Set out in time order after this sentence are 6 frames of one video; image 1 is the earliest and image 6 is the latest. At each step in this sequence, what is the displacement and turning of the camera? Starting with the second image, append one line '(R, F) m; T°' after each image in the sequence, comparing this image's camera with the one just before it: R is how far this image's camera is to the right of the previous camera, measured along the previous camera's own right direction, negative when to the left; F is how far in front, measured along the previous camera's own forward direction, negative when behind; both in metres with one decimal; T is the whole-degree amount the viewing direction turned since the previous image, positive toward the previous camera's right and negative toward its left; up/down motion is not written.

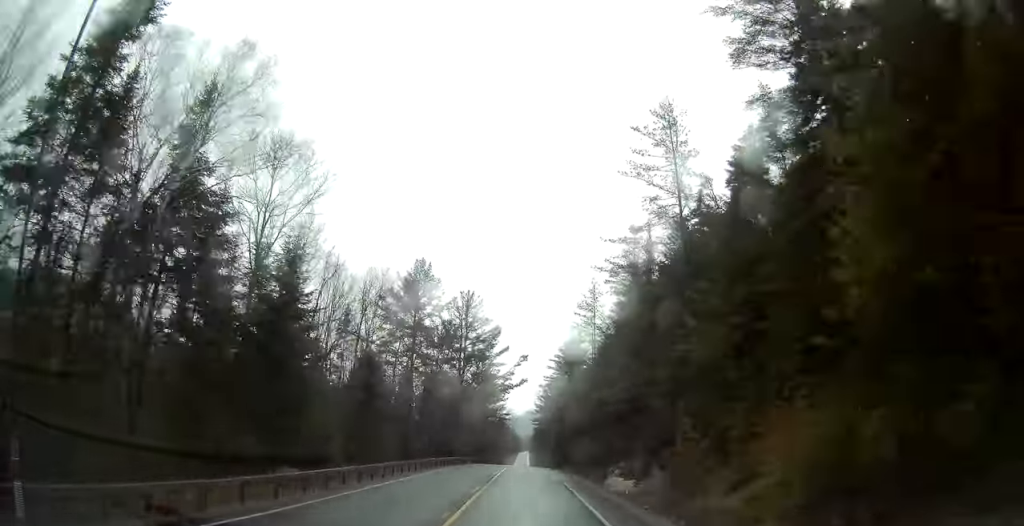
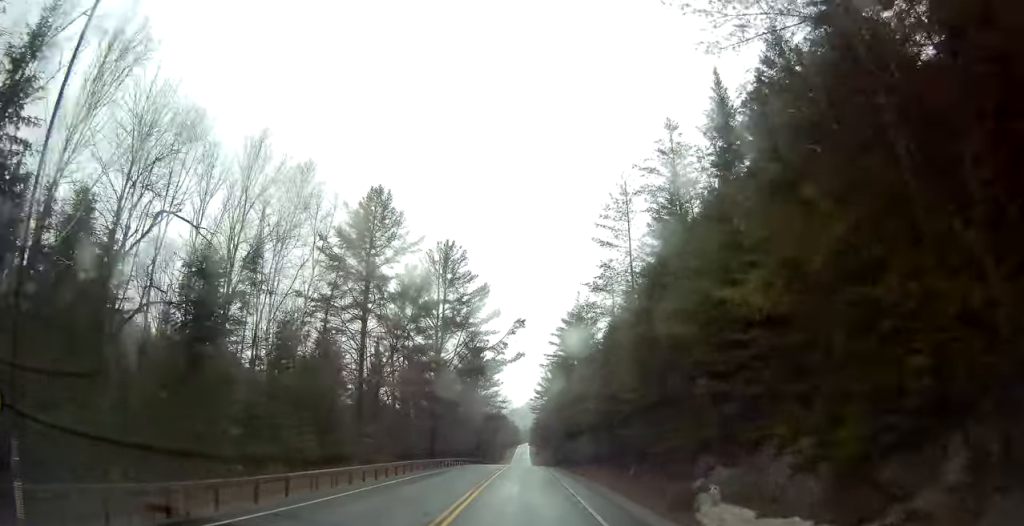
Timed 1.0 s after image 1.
(0.0, +19.6) m; 0°
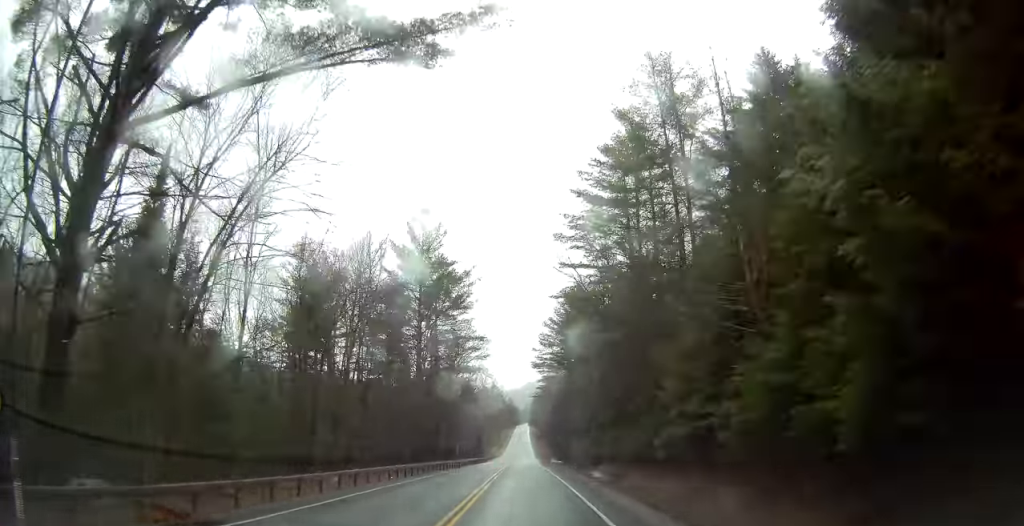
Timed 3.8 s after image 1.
(+0.4, +54.1) m; -1°
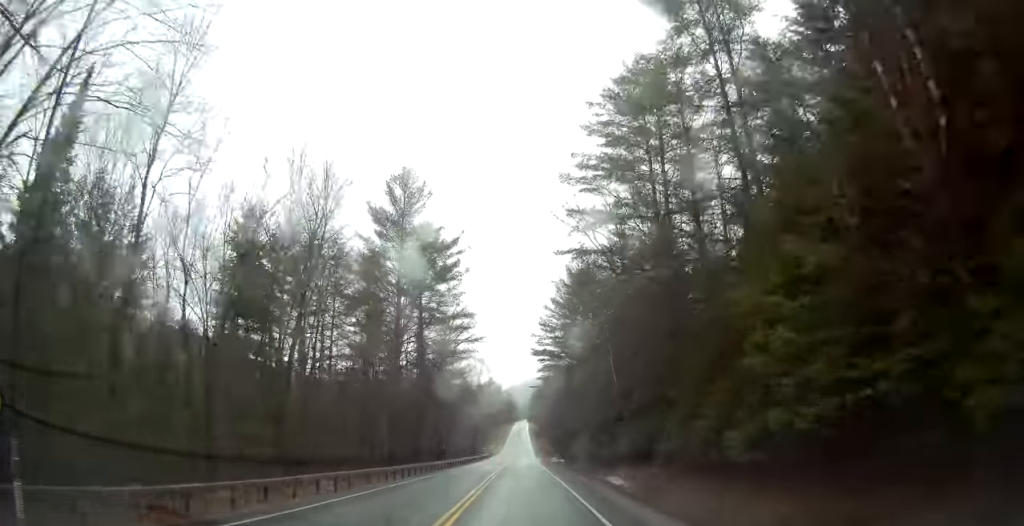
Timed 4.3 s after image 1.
(0.0, +9.2) m; 0°
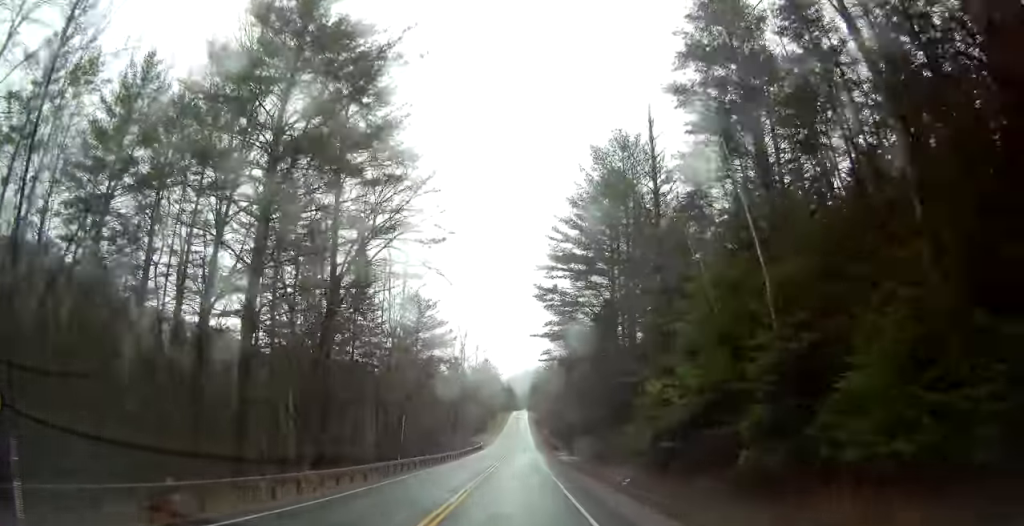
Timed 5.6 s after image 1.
(+0.2, +26.3) m; 0°
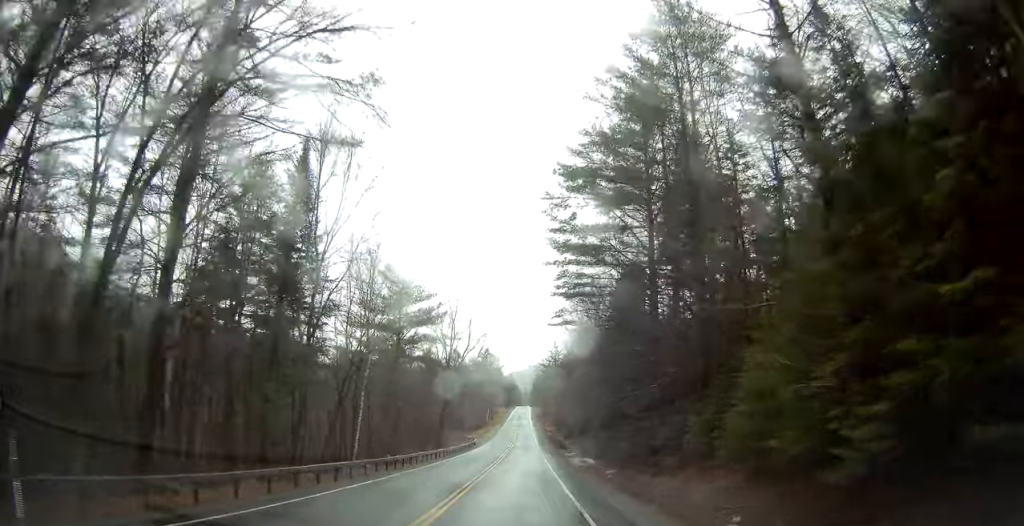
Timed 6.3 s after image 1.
(0.0, +14.5) m; 0°
